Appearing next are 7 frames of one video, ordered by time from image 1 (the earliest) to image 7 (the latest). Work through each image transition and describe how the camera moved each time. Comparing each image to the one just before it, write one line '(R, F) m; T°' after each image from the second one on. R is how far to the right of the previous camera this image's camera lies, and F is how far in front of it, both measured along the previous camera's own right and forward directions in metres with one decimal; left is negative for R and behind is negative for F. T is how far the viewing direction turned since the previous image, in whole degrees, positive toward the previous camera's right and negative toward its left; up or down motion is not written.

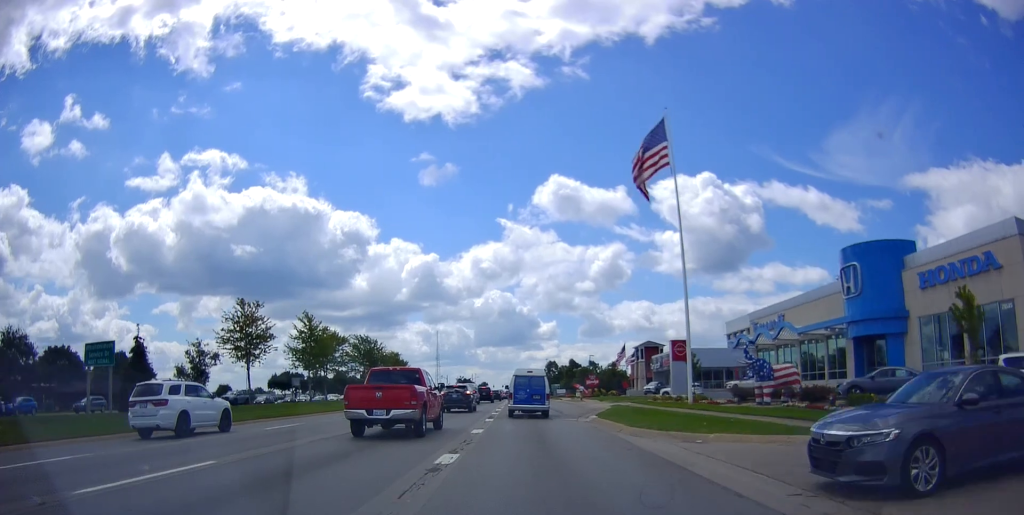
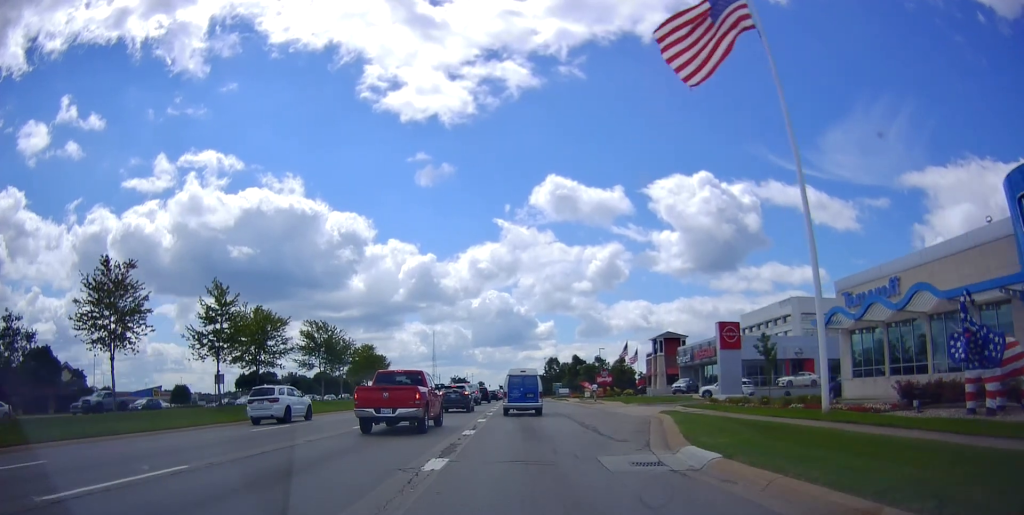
(0.0, +16.6) m; 0°
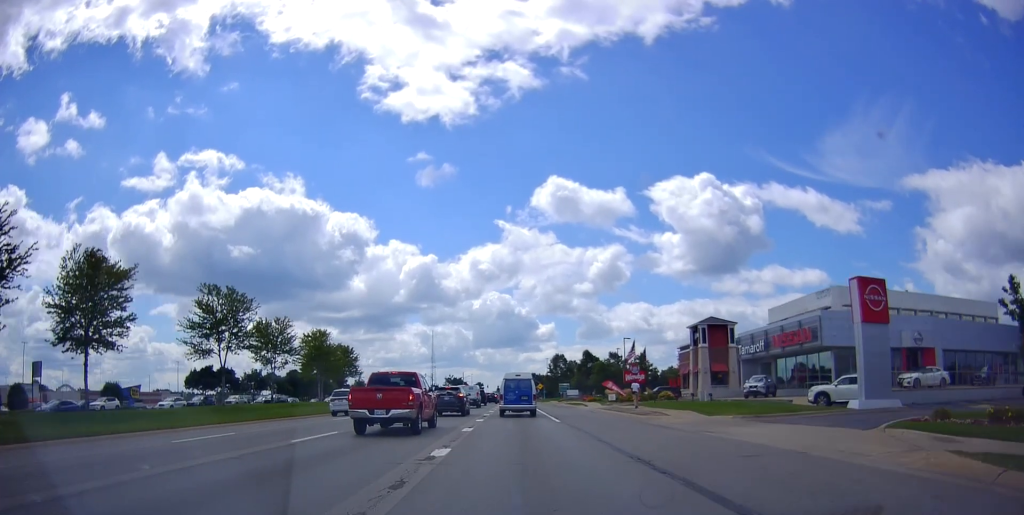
(0.0, +21.6) m; 0°
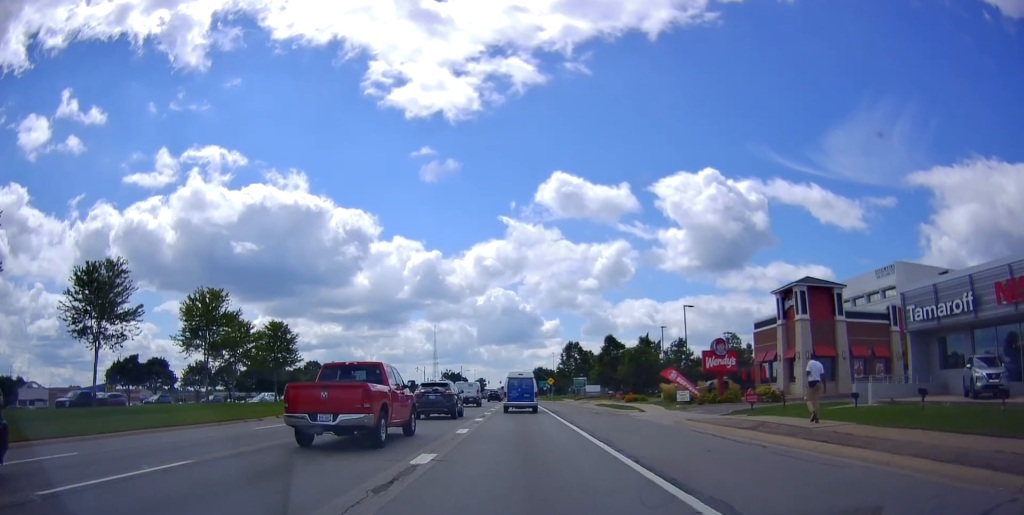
(-0.4, +24.4) m; -2°
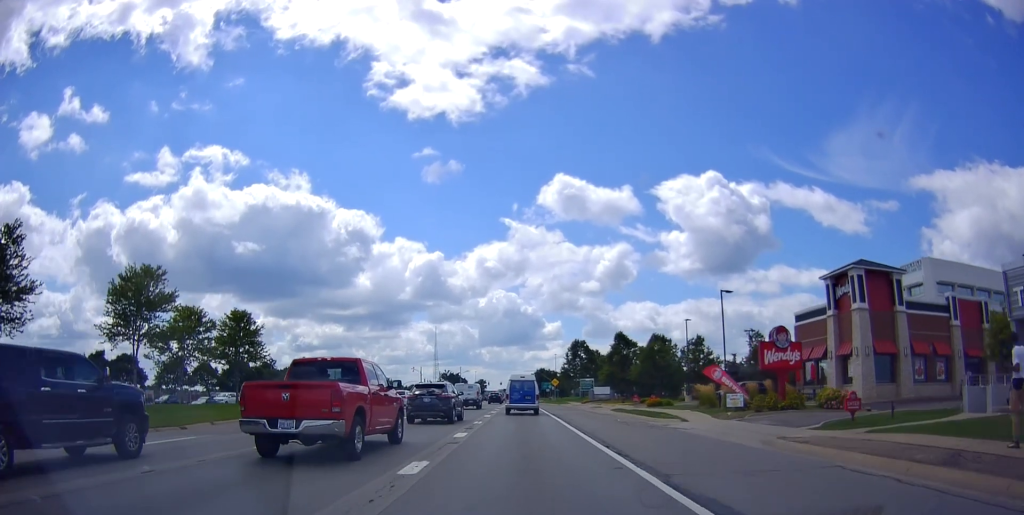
(-0.2, +8.3) m; 0°
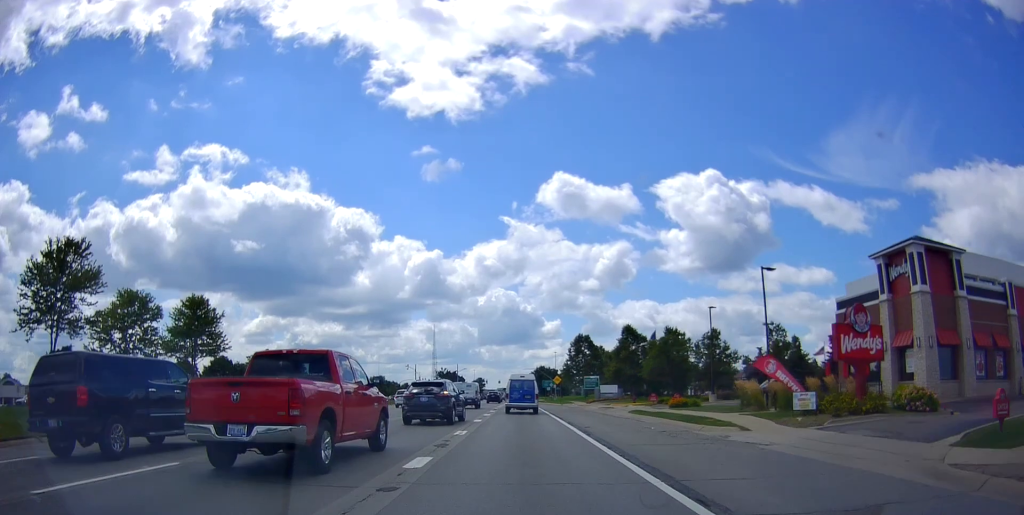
(+0.2, +6.8) m; +1°
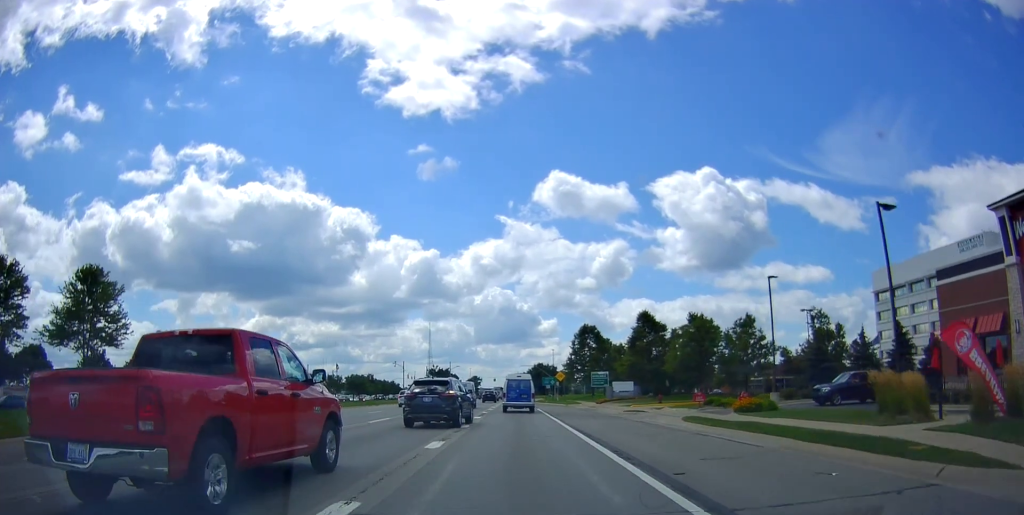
(+0.2, +11.7) m; +1°
